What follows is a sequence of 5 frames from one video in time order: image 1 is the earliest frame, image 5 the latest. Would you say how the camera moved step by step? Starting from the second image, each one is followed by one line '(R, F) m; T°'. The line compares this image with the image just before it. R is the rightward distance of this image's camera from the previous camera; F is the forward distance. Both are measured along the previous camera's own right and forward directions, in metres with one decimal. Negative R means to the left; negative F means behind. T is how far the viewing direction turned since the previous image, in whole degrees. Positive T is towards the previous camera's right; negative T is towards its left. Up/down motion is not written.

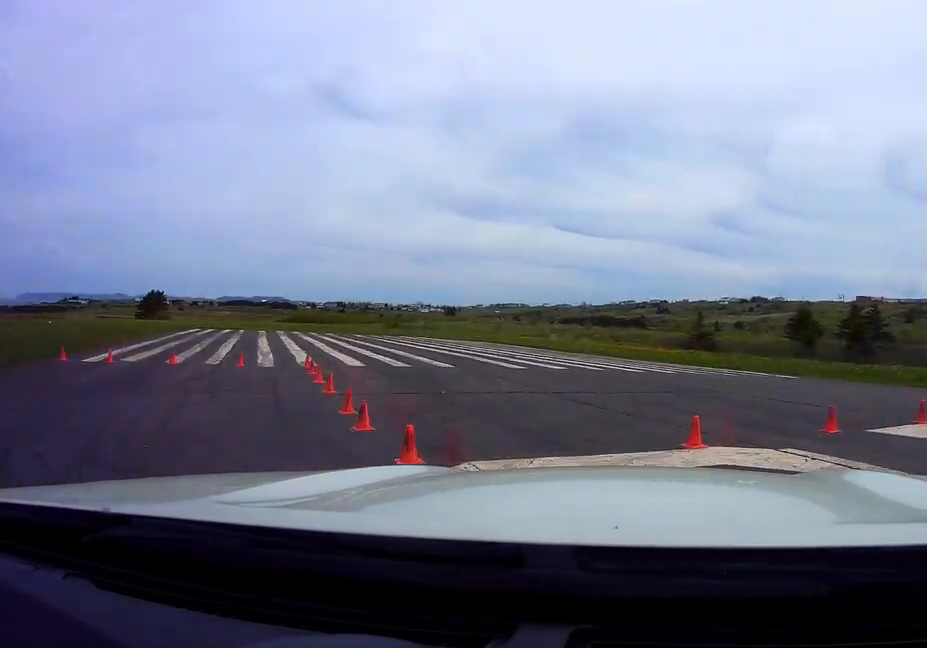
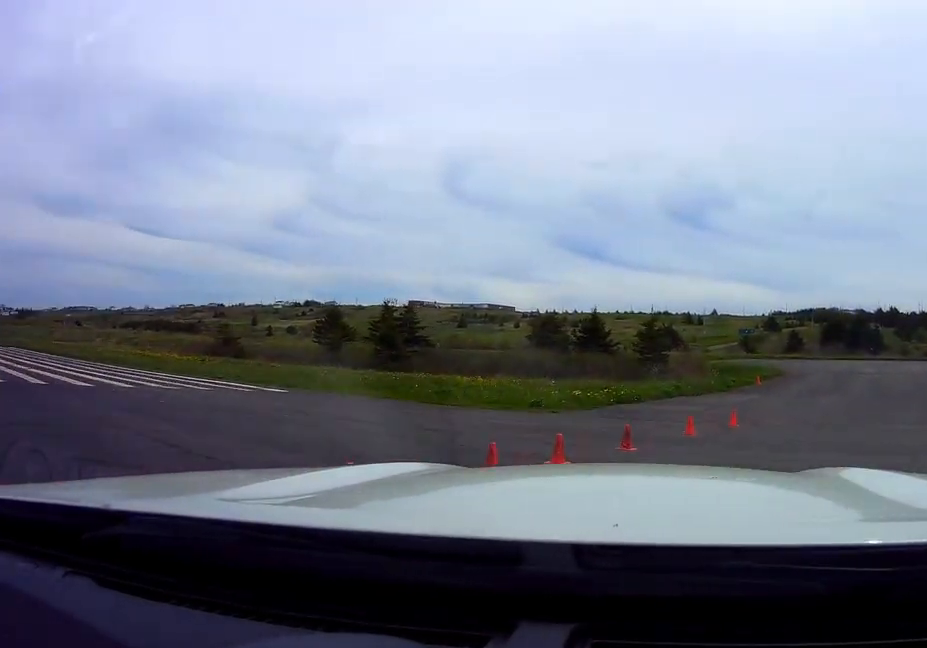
(+0.1, +11.1) m; +4°
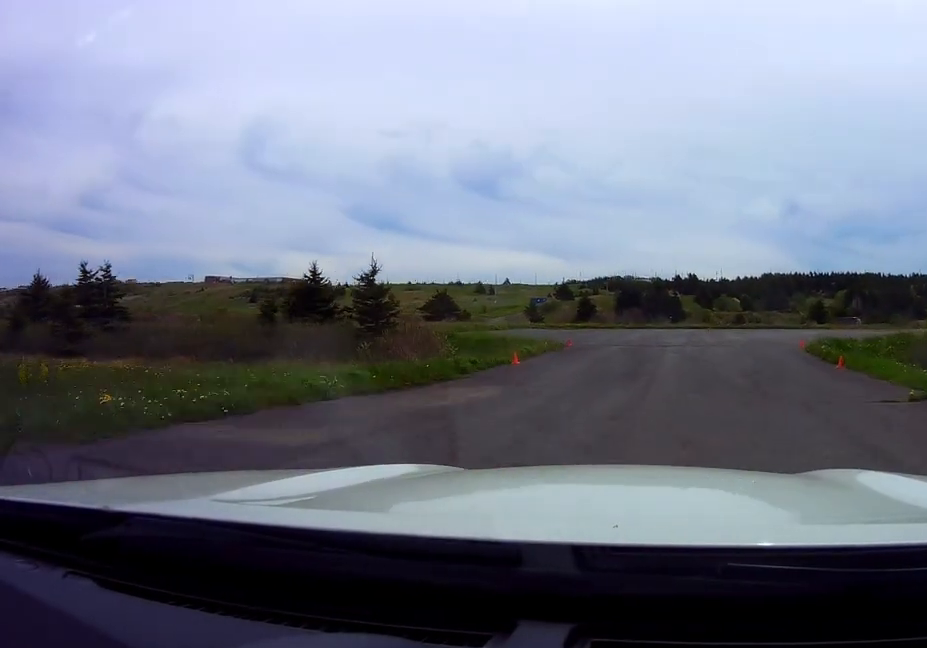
(+0.8, +12.8) m; +10°
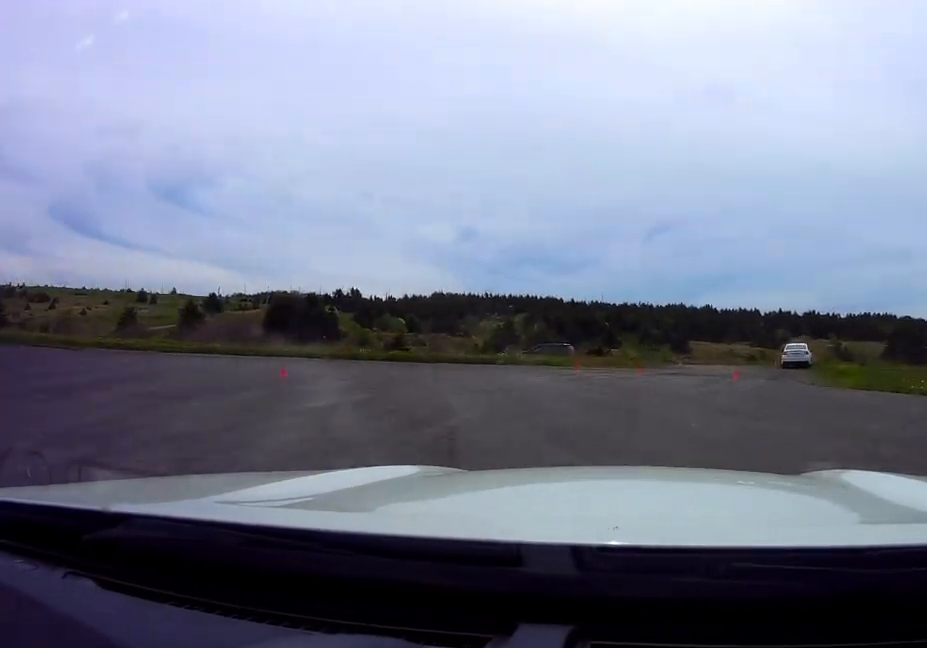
(+5.6, +19.2) m; +49°
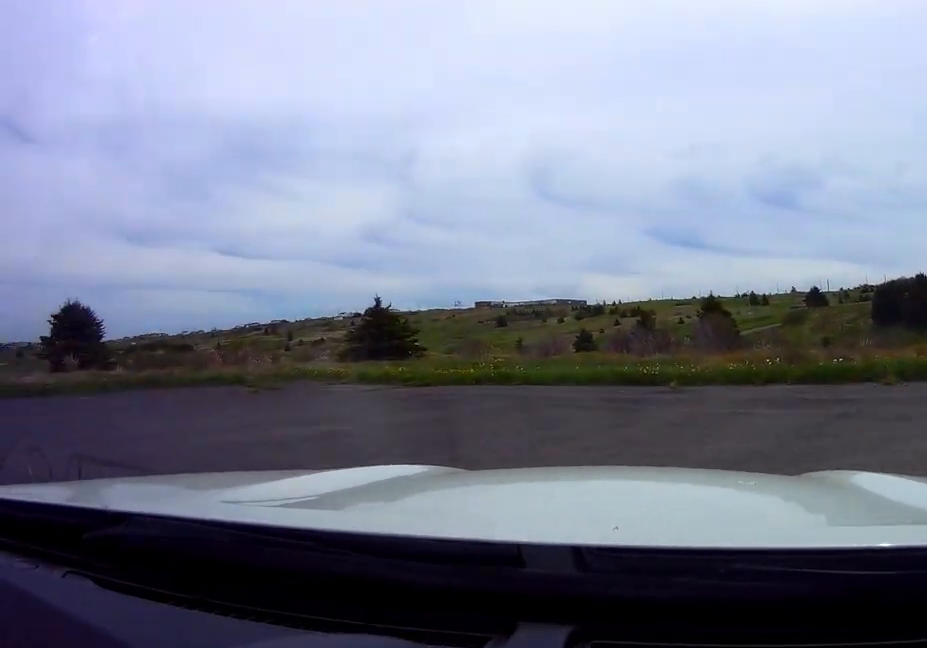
(+8.5, +16.1) m; +33°
